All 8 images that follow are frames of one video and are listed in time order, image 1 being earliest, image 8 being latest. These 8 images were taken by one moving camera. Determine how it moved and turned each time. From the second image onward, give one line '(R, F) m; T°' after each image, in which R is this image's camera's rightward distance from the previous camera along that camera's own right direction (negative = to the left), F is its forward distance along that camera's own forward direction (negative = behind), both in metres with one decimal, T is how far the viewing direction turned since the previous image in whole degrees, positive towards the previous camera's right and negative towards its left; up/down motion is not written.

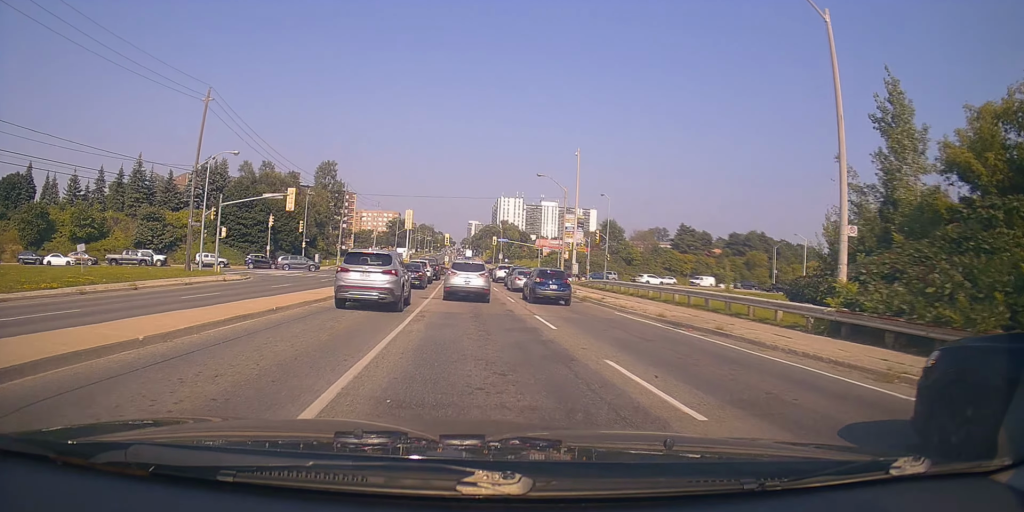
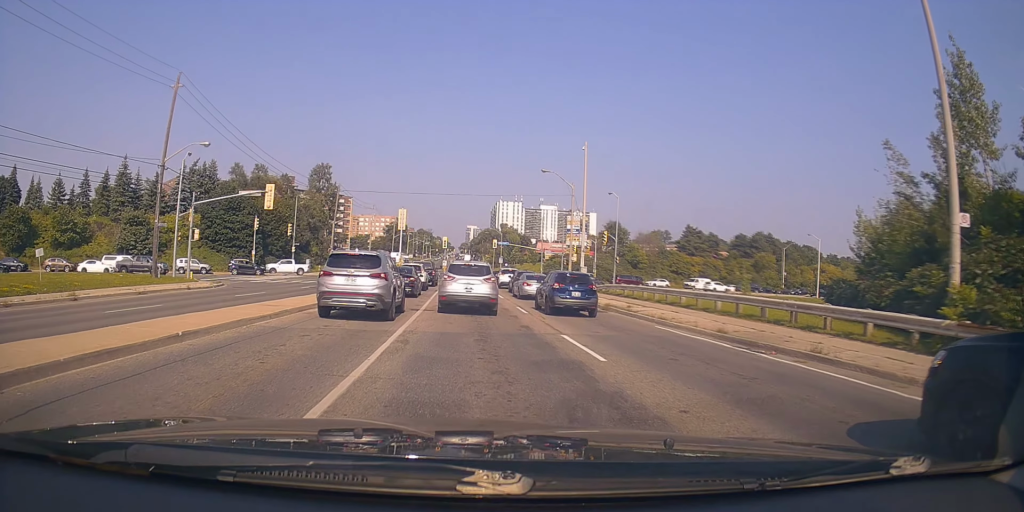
(-0.1, +5.0) m; -1°
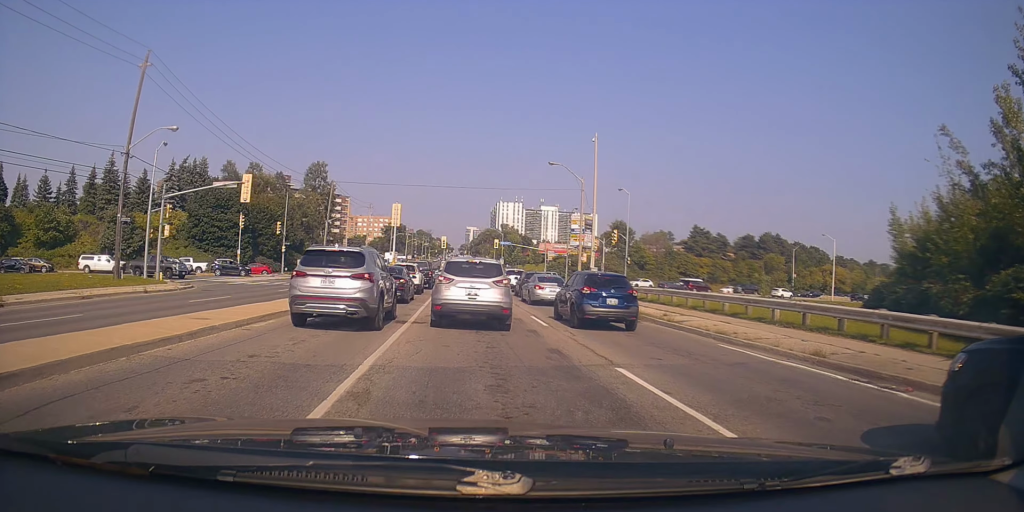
(-0.3, +4.7) m; +5°
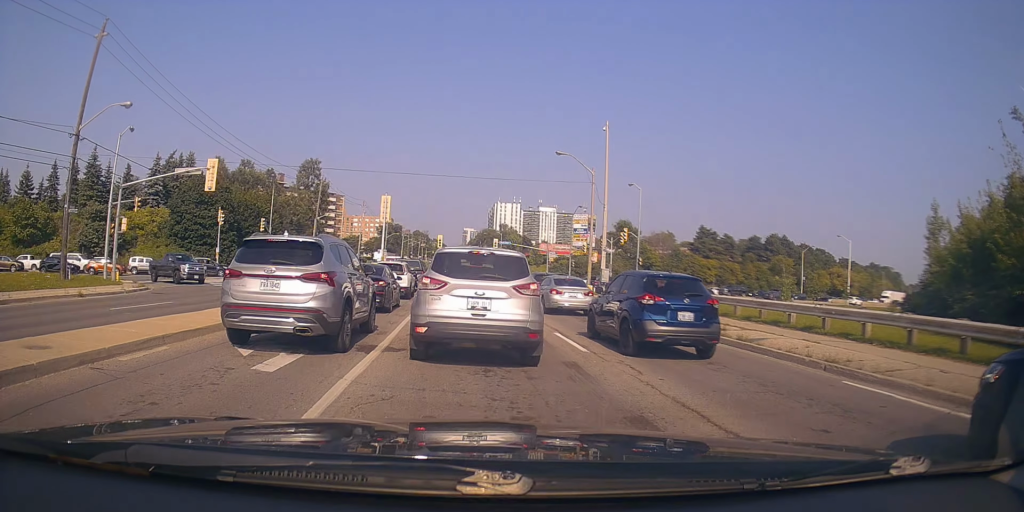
(+0.7, +4.6) m; +2°
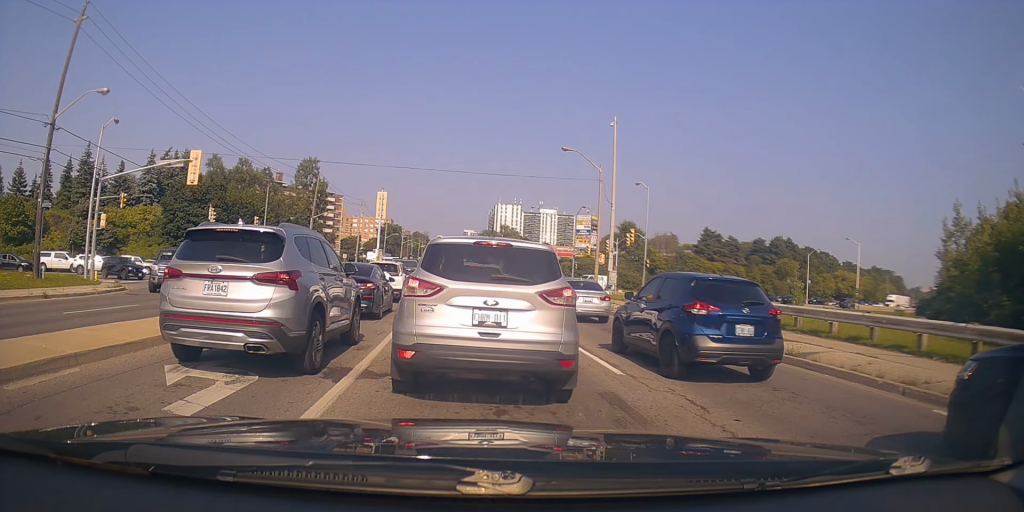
(-0.2, +2.1) m; -6°
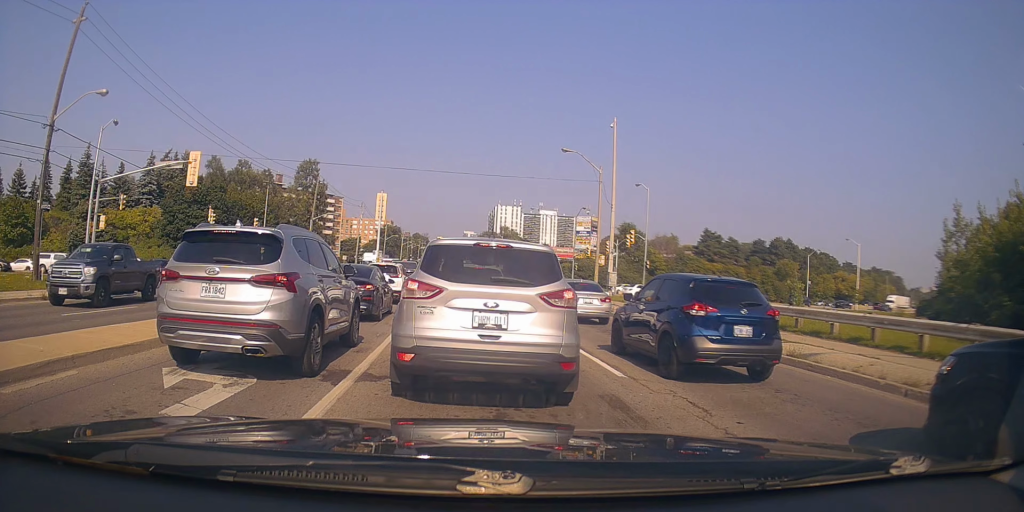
(+0.1, +0.2) m; 0°
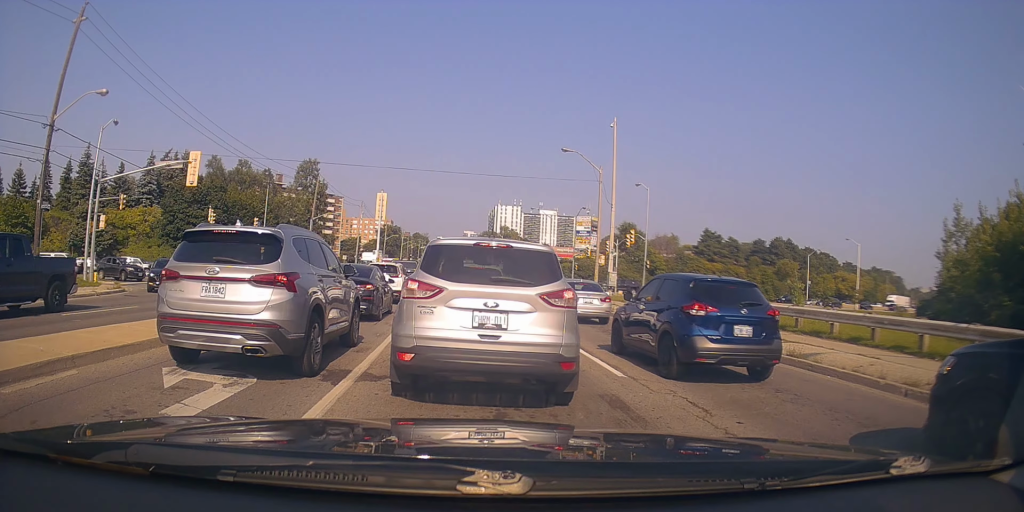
(0.0, 0.0) m; 0°
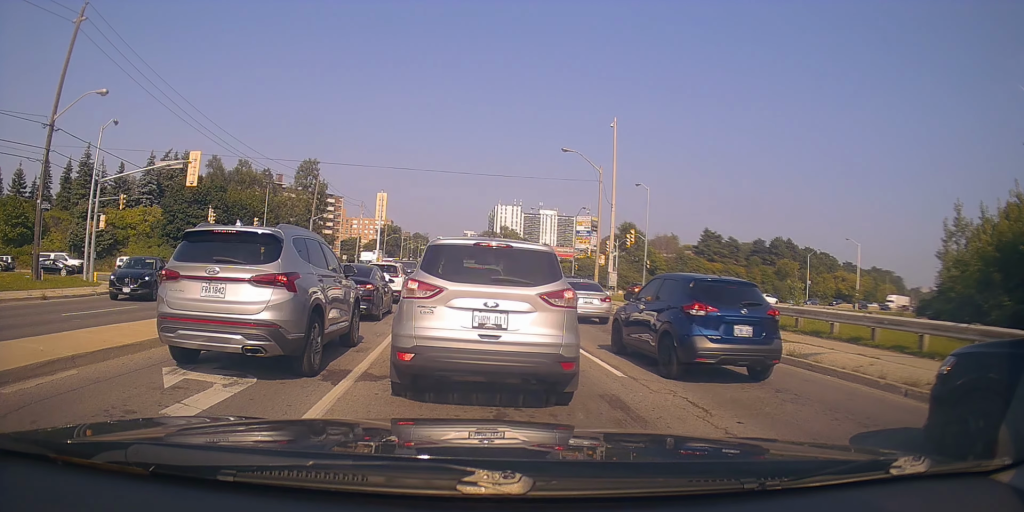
(0.0, 0.0) m; 0°
